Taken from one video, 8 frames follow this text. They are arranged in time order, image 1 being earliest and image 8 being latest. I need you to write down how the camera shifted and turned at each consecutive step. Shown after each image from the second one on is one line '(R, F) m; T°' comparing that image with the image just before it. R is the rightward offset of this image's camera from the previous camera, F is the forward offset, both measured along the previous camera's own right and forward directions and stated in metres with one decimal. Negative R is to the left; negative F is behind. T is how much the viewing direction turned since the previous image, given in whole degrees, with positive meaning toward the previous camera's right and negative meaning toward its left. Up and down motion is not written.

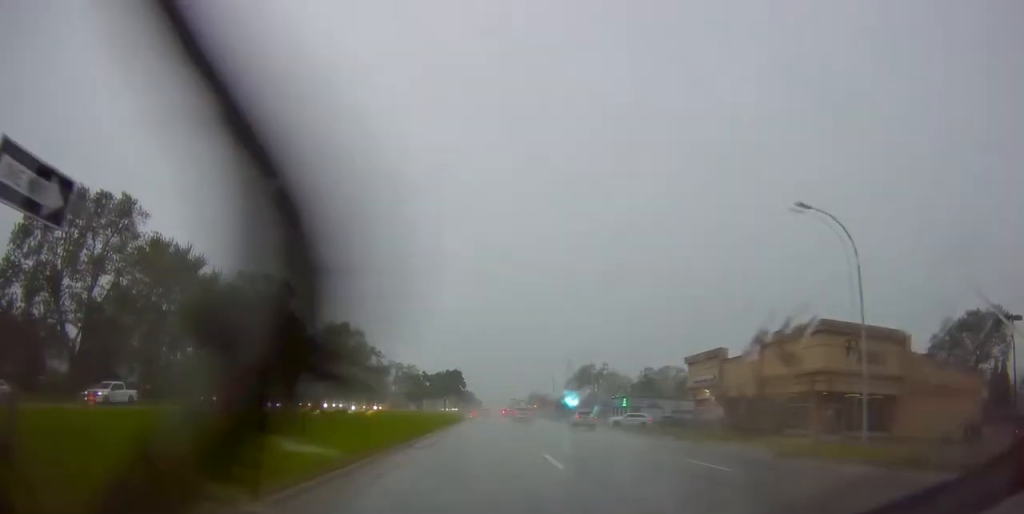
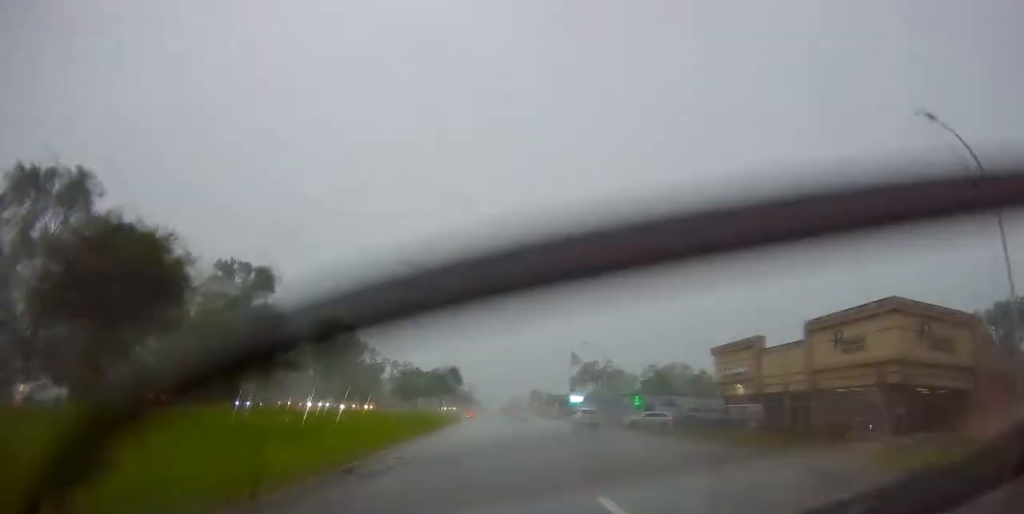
(0.0, +8.2) m; +1°
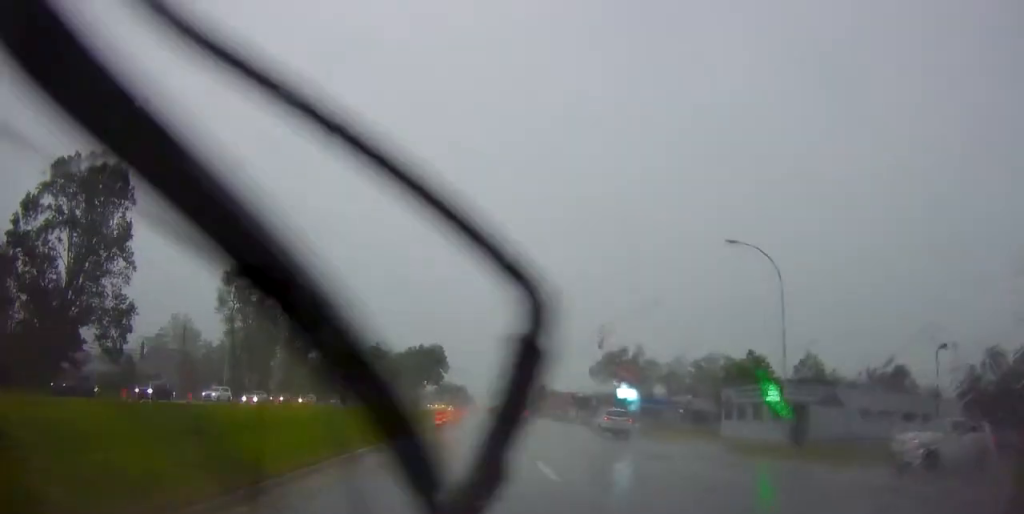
(+0.6, +41.8) m; +1°
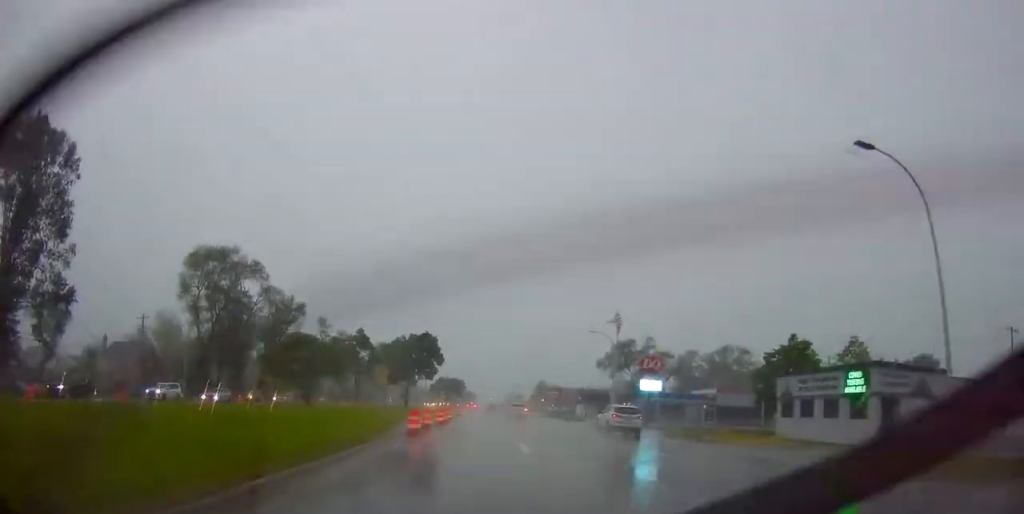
(-0.1, +10.9) m; 0°
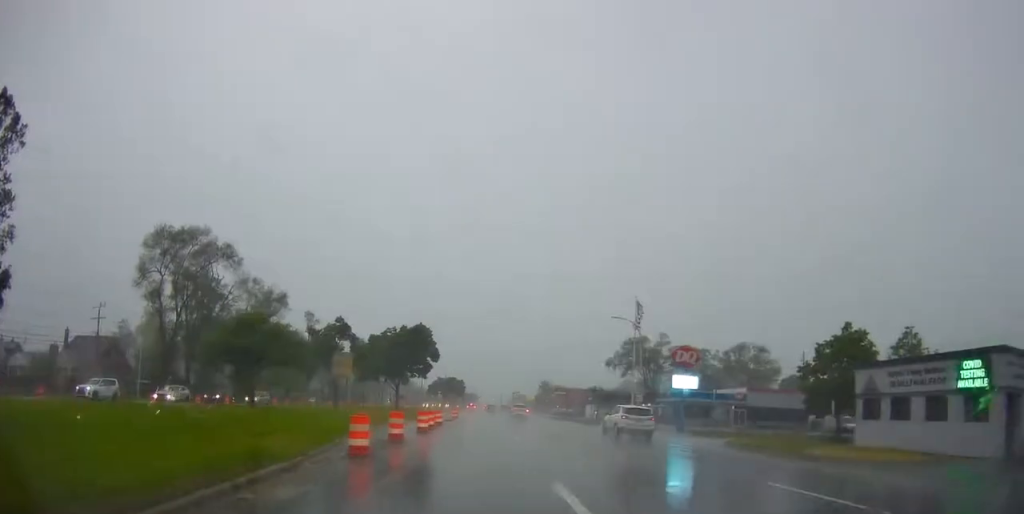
(+0.3, +10.0) m; 0°
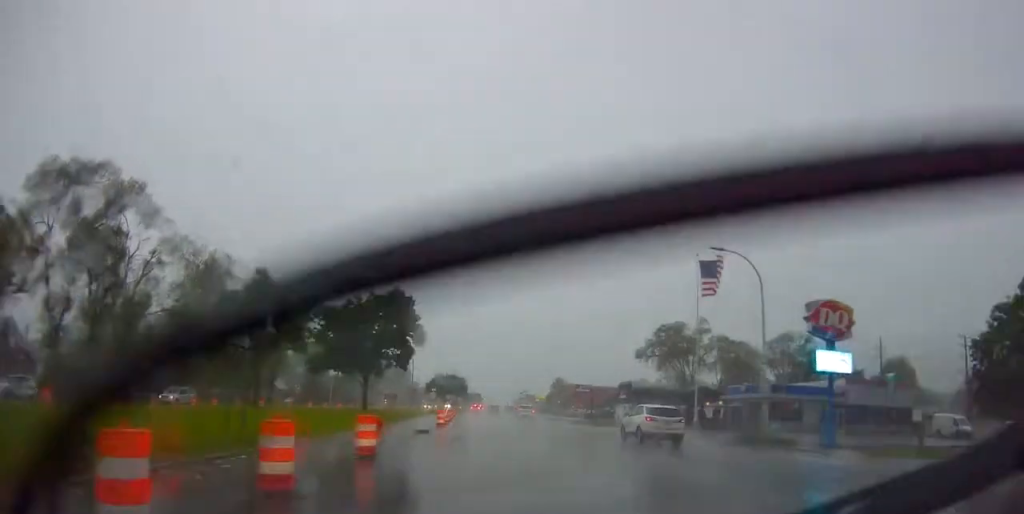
(-0.3, +21.2) m; 0°
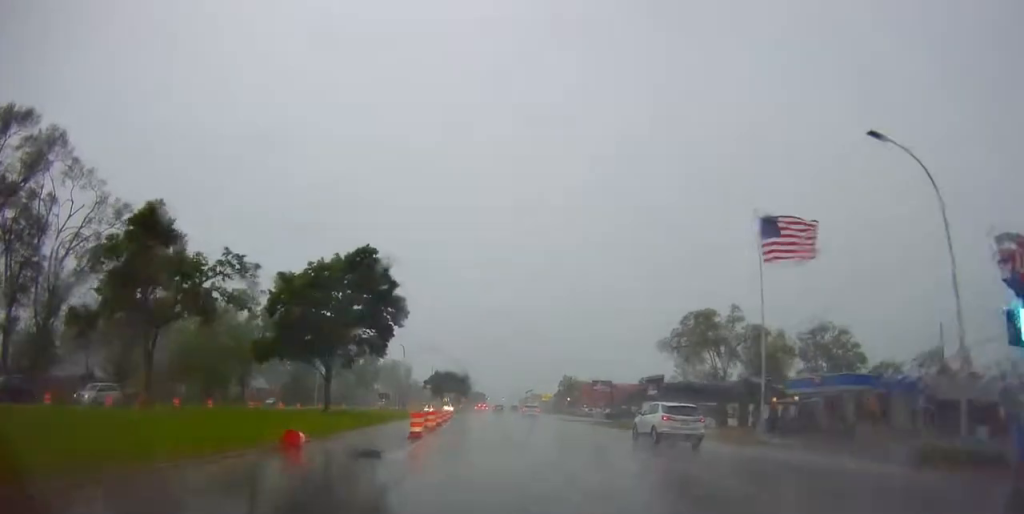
(+0.3, +12.3) m; +1°
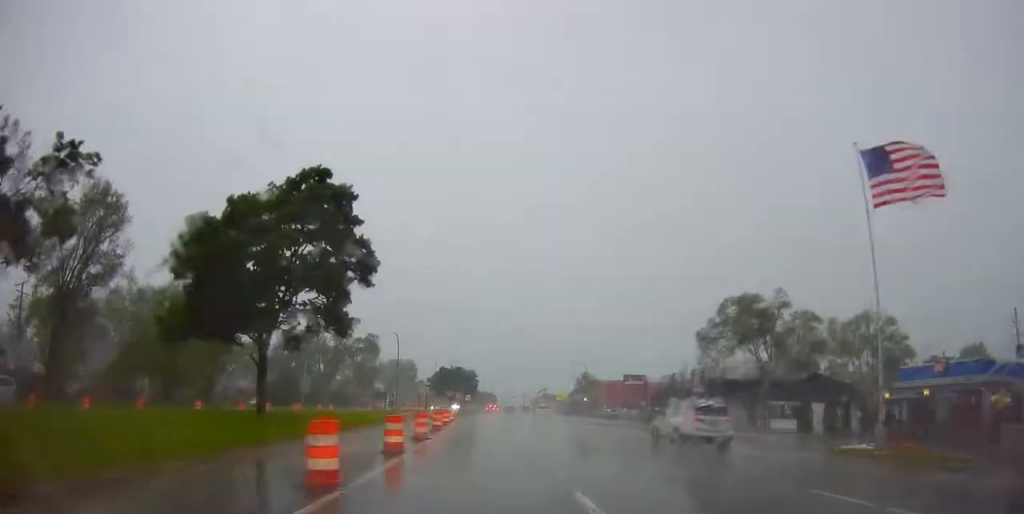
(+0.1, +11.4) m; 0°
